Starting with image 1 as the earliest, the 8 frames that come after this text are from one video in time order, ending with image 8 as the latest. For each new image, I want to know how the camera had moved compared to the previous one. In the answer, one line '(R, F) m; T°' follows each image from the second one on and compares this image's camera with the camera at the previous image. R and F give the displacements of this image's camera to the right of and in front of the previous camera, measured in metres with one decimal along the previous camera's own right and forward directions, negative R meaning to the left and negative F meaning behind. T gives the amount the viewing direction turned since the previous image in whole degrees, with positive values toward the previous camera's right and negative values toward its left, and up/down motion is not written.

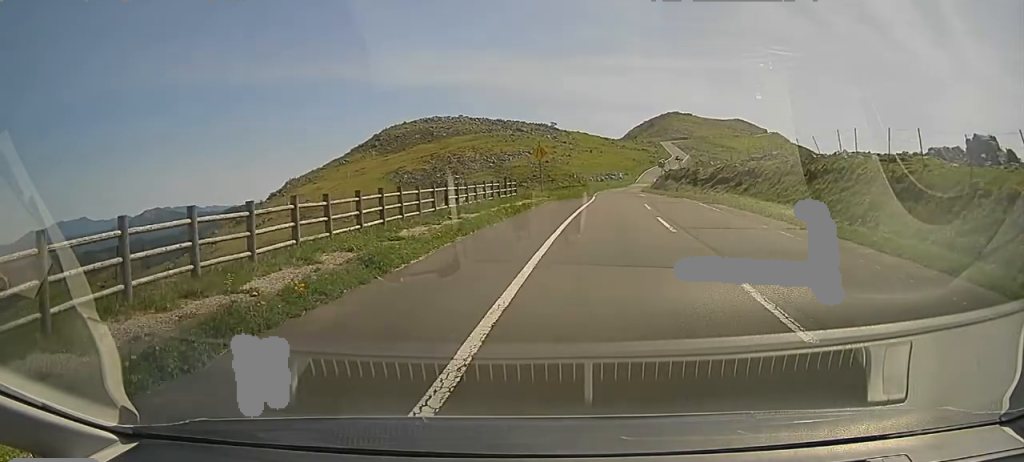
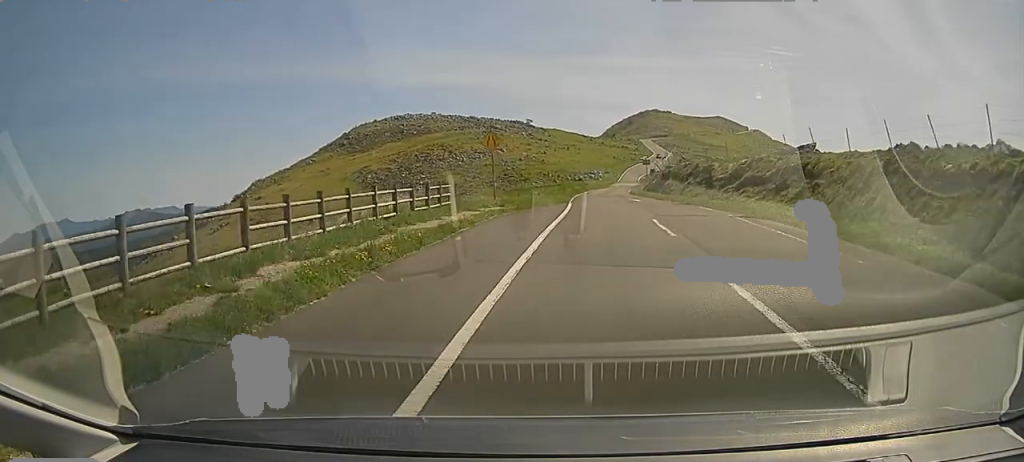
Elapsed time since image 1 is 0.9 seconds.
(+0.2, +11.7) m; +4°
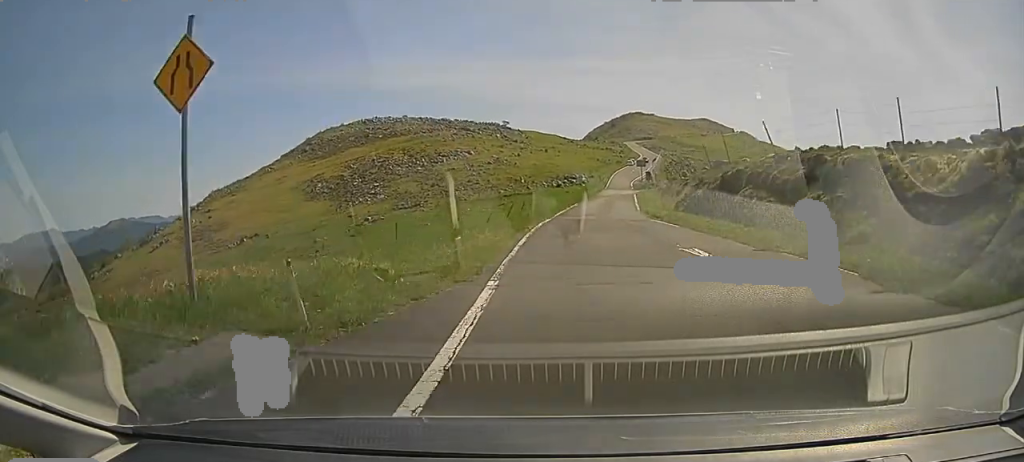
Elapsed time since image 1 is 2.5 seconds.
(+0.9, +20.6) m; +2°
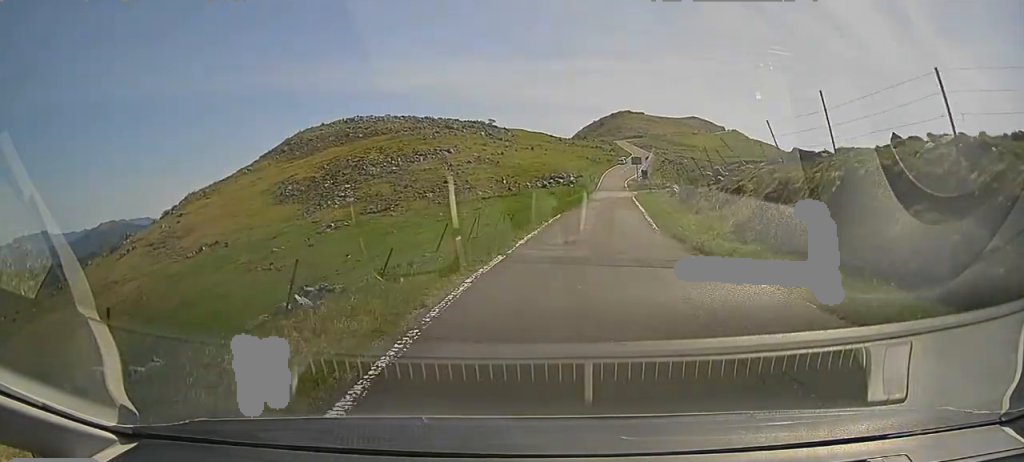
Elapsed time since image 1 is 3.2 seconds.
(0.0, +9.8) m; 0°
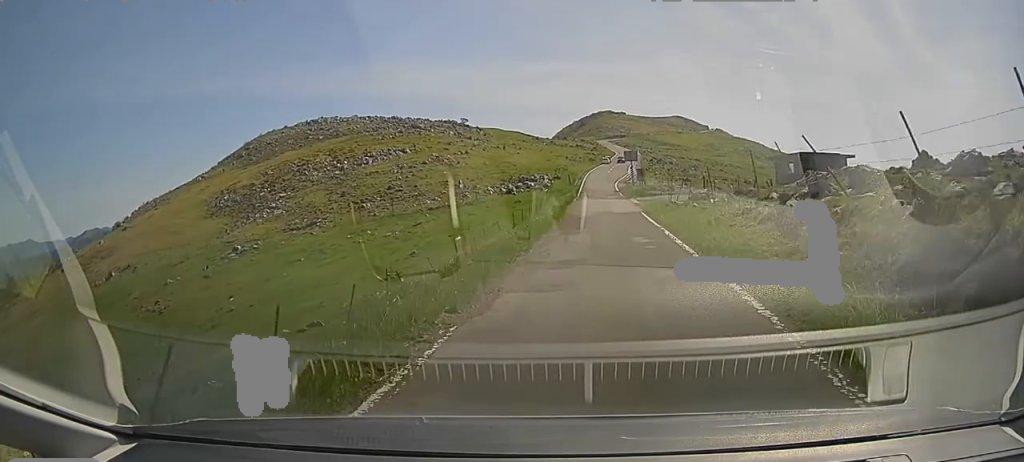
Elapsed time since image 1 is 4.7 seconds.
(+0.4, +18.8) m; +2°
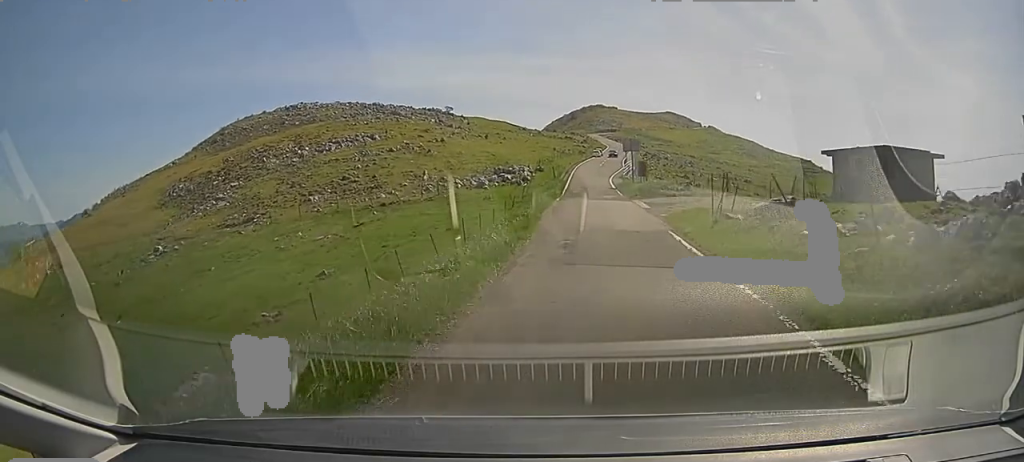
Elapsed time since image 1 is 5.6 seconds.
(+0.1, +11.5) m; 0°
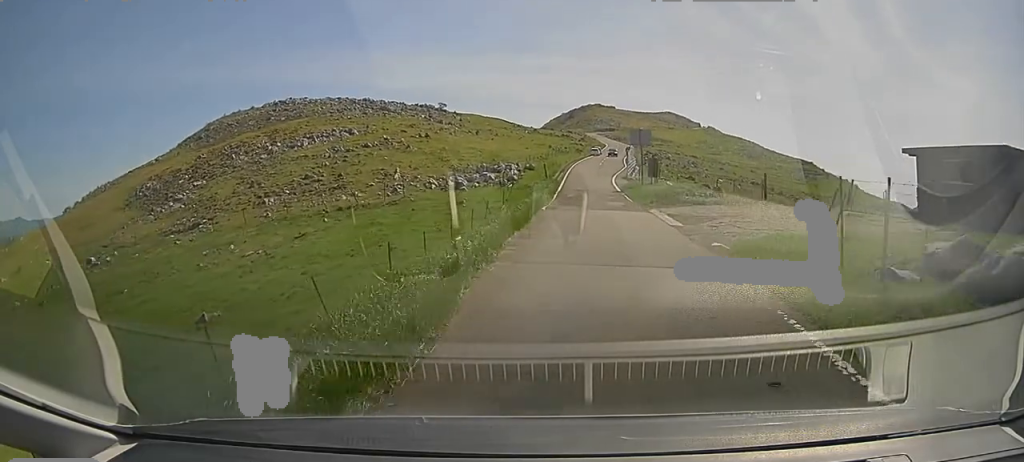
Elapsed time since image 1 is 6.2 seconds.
(0.0, +8.6) m; 0°
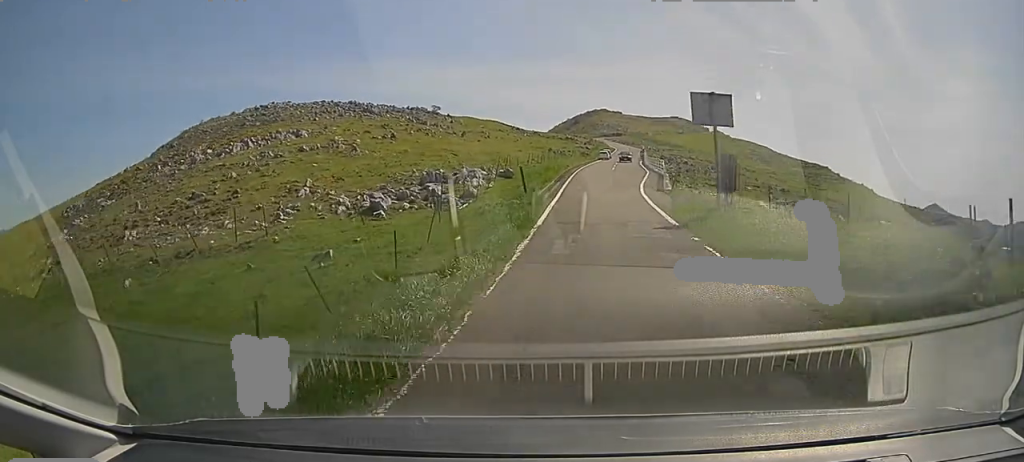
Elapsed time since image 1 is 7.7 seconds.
(-0.1, +18.7) m; -1°
